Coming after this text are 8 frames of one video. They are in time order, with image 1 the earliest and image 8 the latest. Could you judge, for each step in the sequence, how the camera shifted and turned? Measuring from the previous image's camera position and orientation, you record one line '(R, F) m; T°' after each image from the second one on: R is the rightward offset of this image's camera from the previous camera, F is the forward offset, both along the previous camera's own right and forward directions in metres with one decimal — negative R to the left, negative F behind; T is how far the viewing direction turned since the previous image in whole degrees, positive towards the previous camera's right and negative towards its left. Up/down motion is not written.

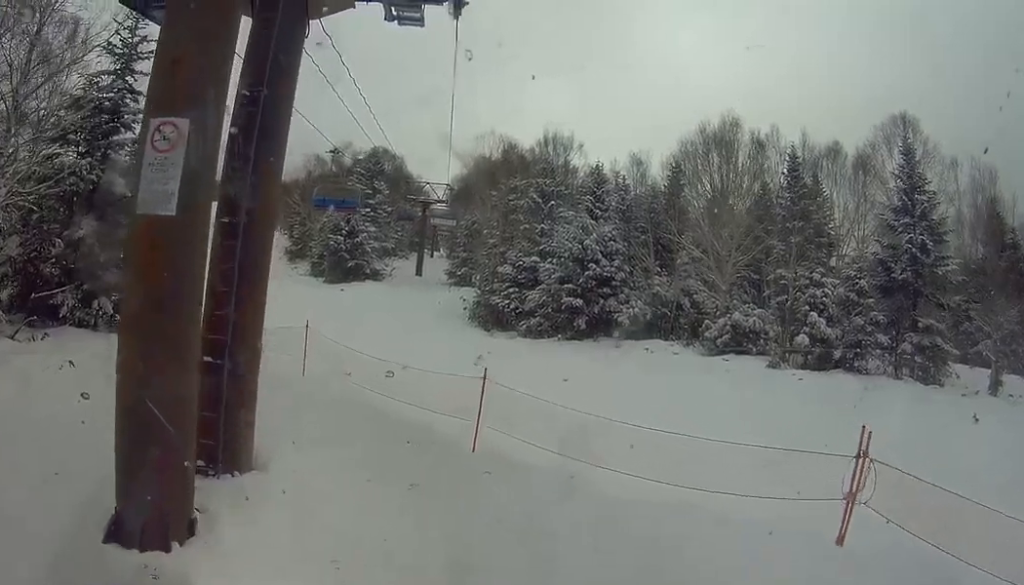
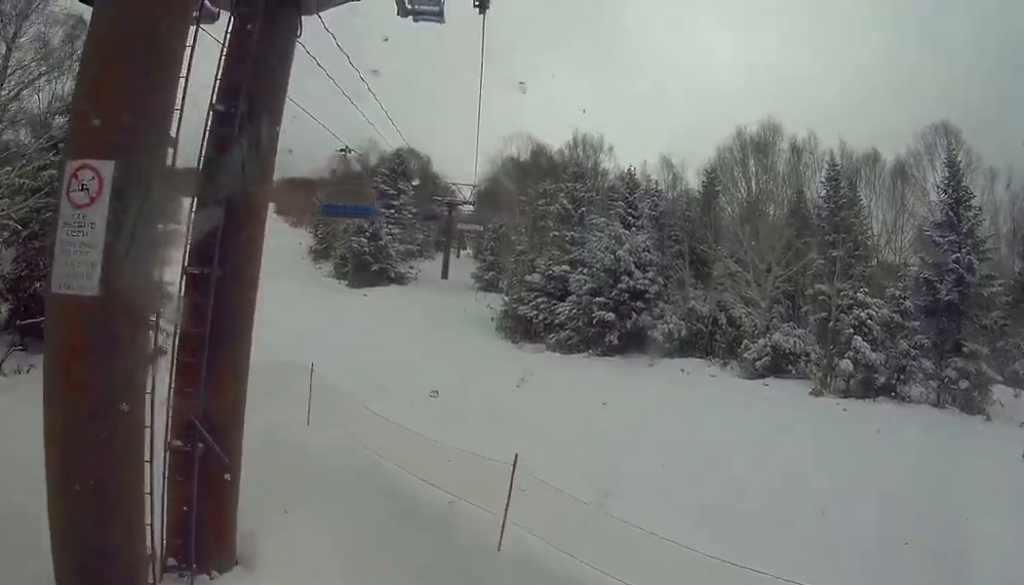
(+0.3, +3.3) m; 0°
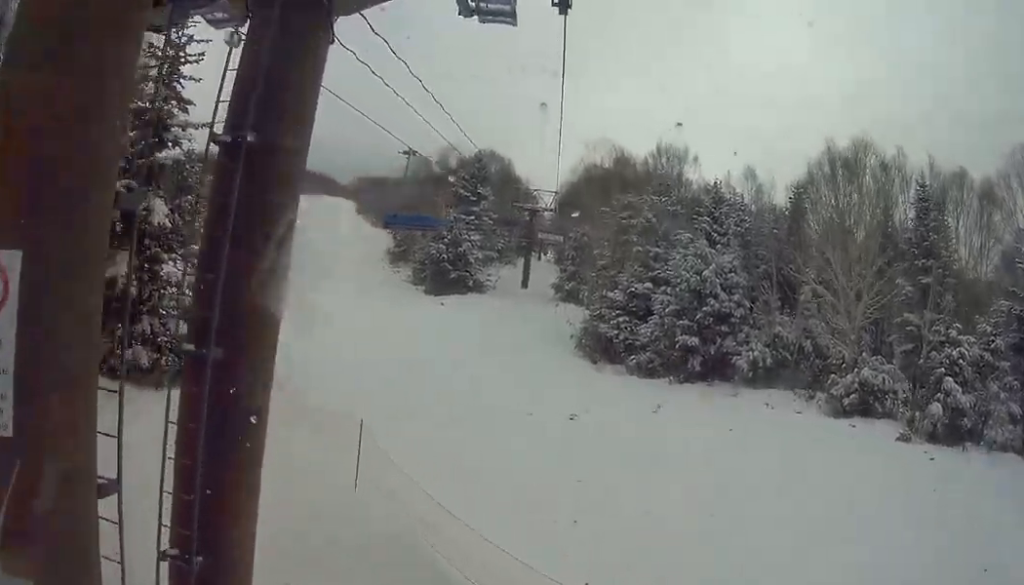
(-0.1, +3.1) m; +5°
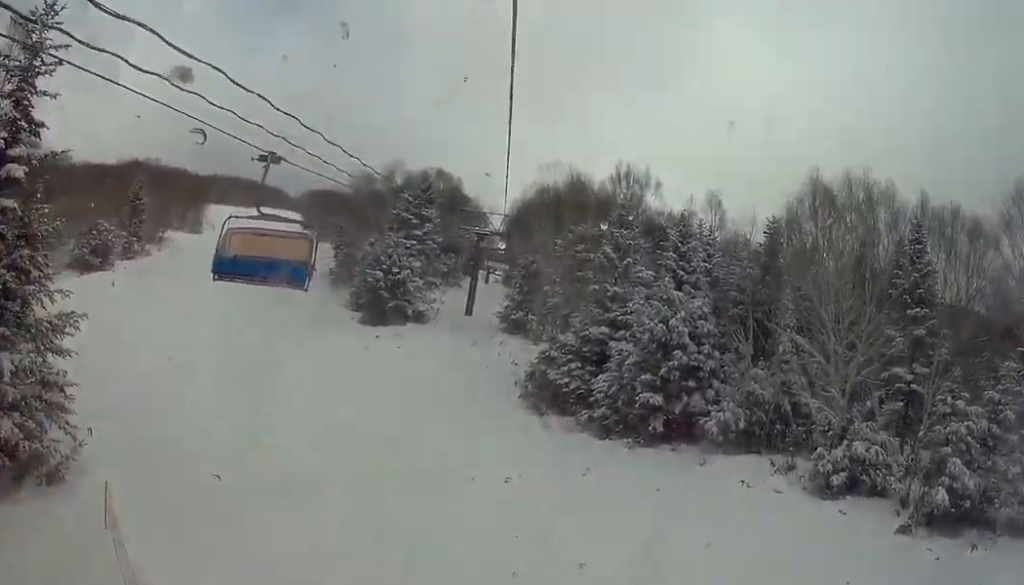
(+1.5, +8.0) m; +5°
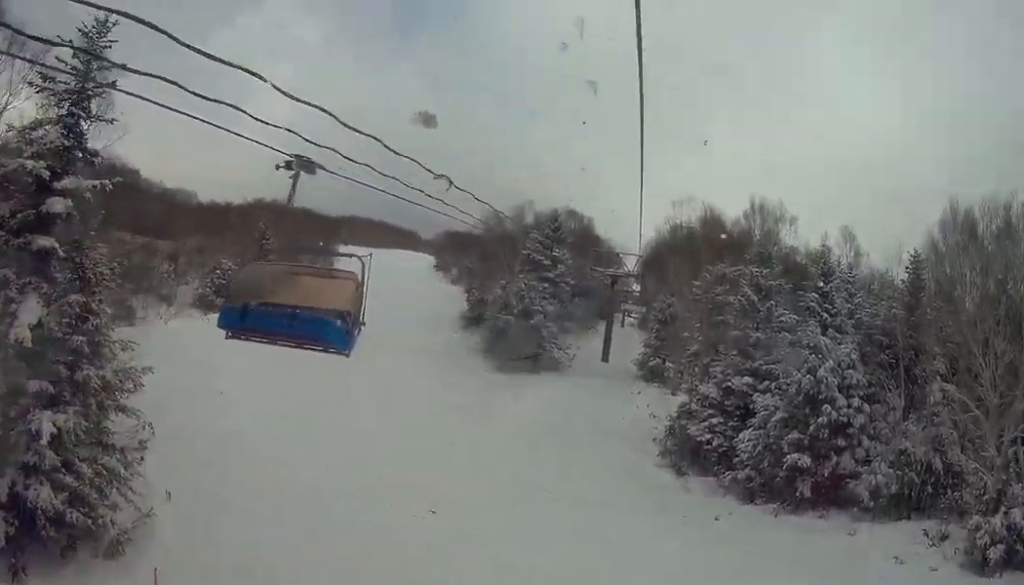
(-1.0, +4.4) m; -22°
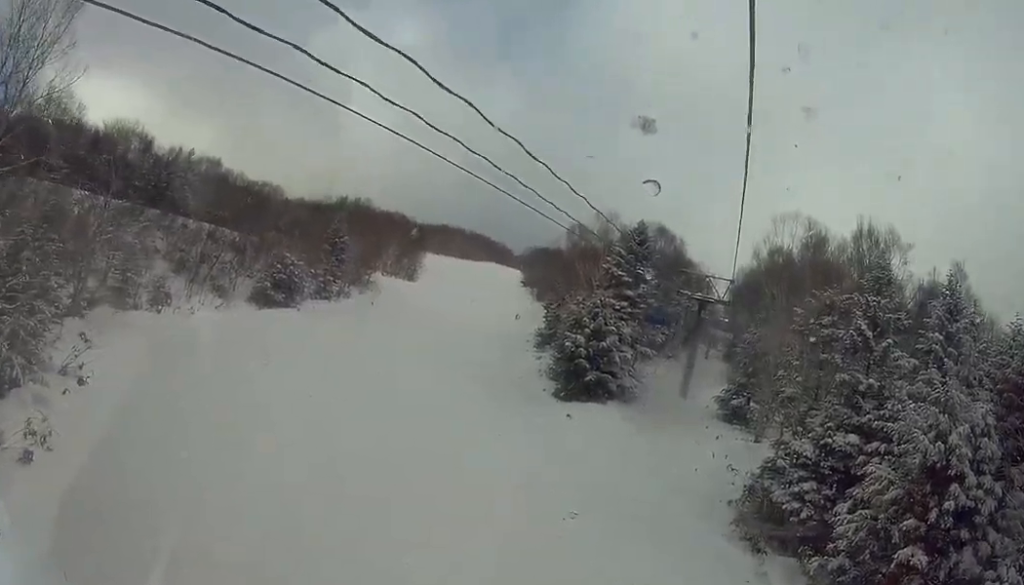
(-3.0, +12.7) m; -6°
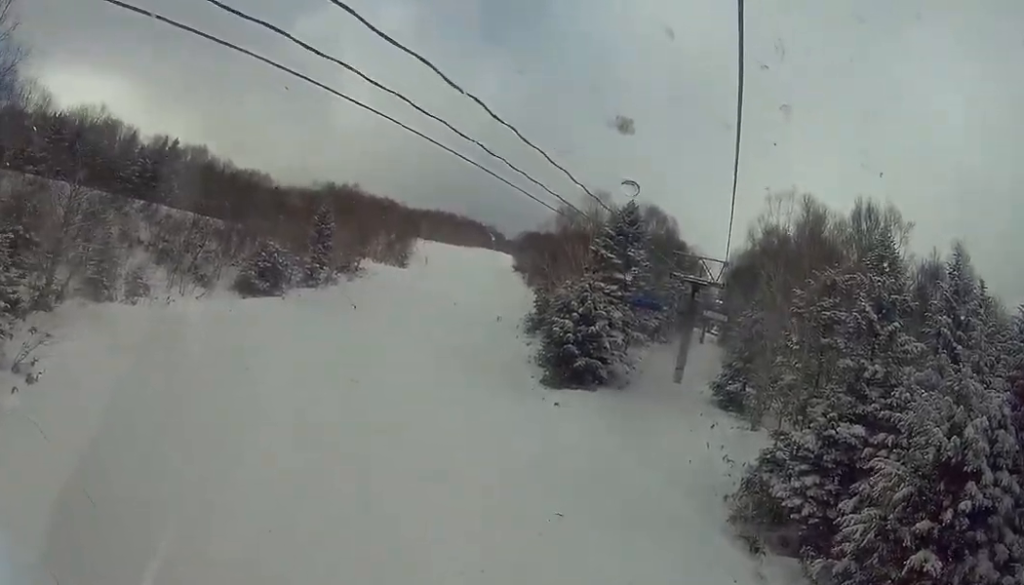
(+0.3, +3.8) m; +3°
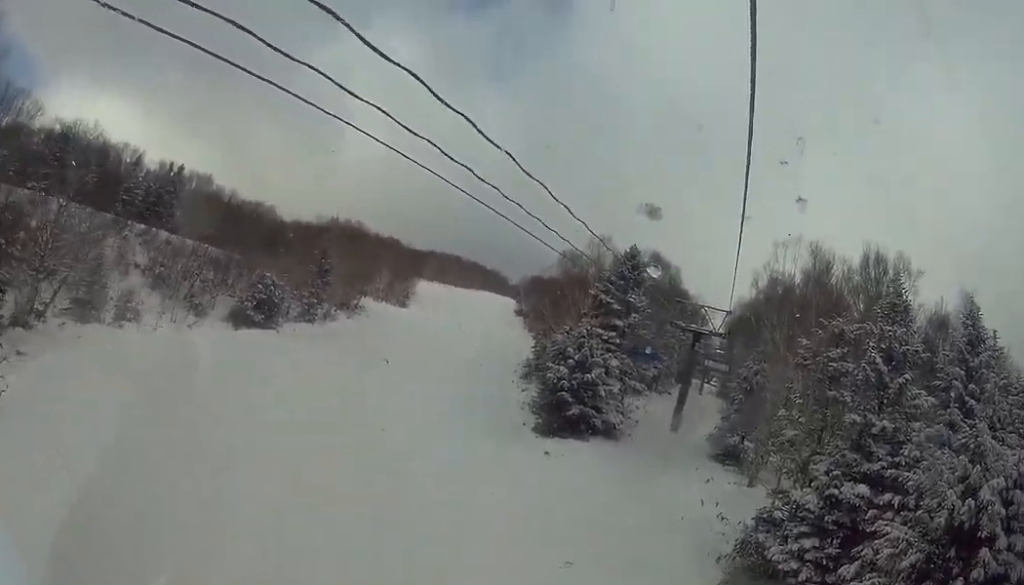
(+0.2, +3.0) m; 0°
